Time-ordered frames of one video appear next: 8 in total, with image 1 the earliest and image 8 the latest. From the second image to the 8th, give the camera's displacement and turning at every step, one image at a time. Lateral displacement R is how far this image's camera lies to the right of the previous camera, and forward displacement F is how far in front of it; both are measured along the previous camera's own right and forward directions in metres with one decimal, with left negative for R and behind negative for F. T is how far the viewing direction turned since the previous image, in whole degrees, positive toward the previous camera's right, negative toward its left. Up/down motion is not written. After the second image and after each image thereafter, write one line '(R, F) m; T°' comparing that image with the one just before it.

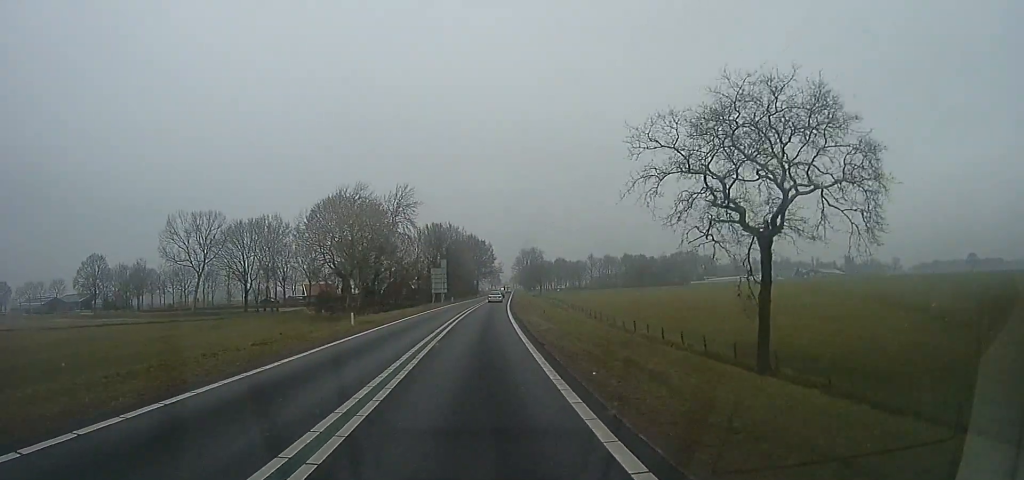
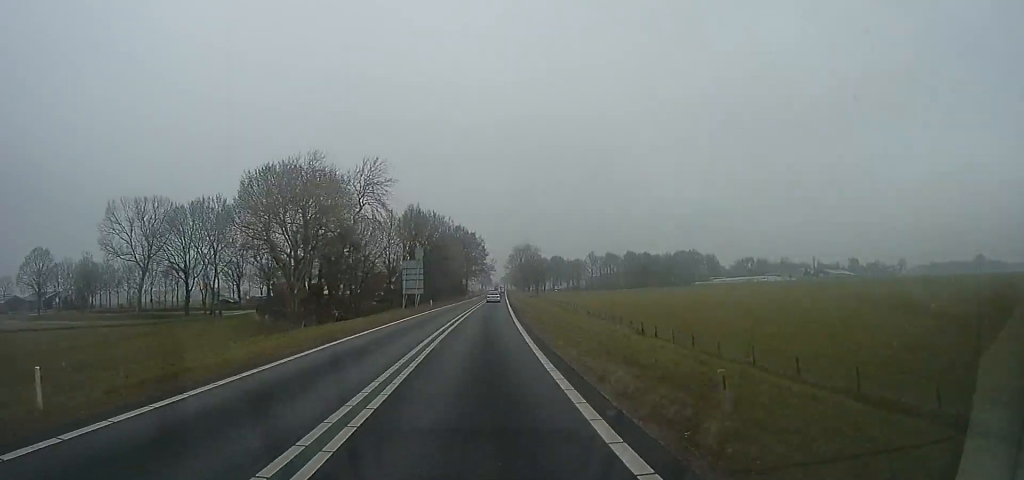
(0.0, +20.3) m; 0°
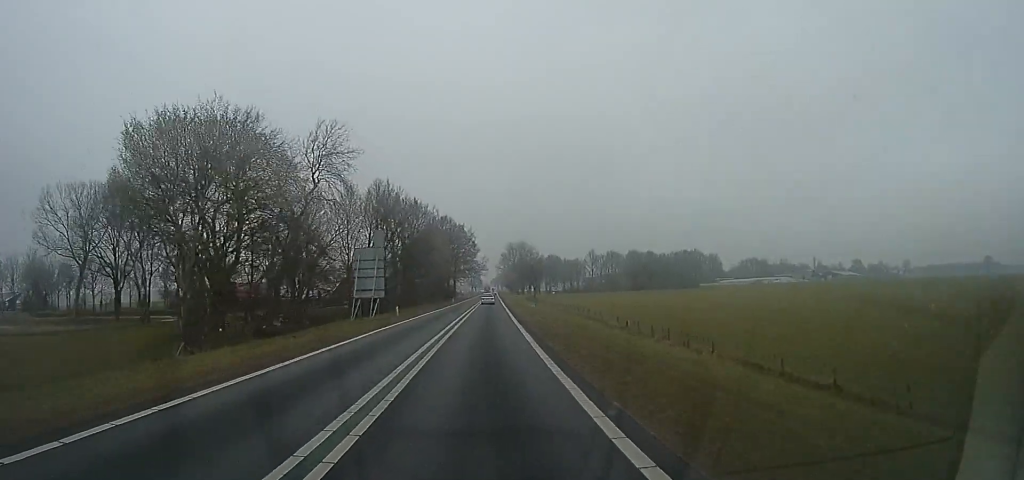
(0.0, +17.8) m; 0°
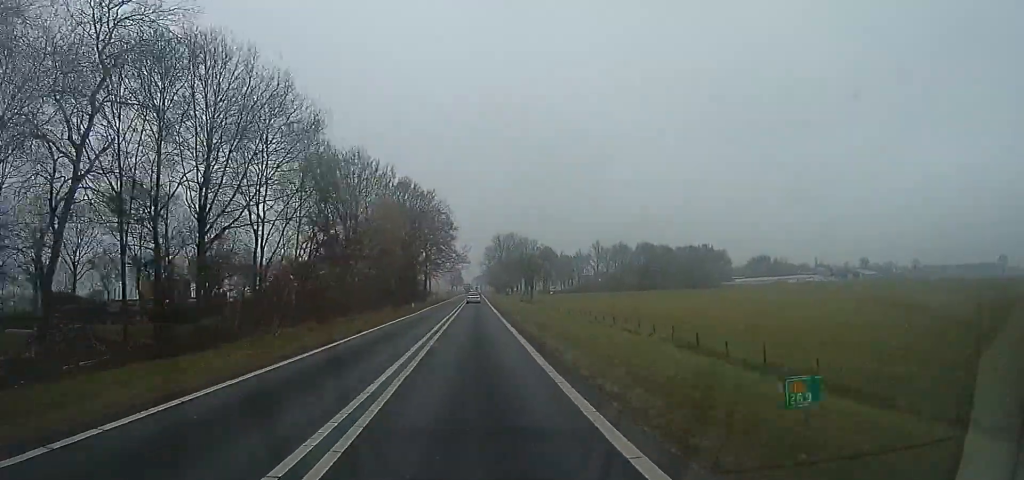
(0.0, +33.7) m; 0°
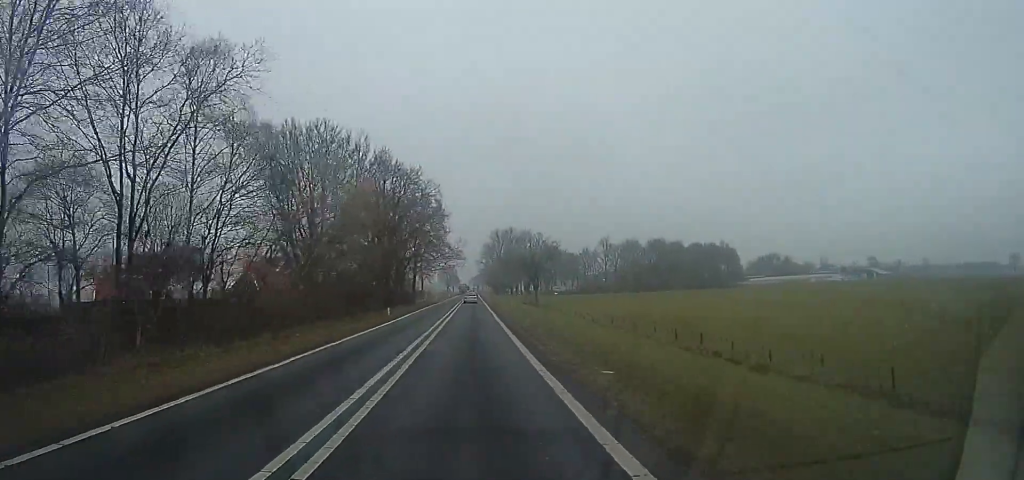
(-0.1, +13.2) m; +2°
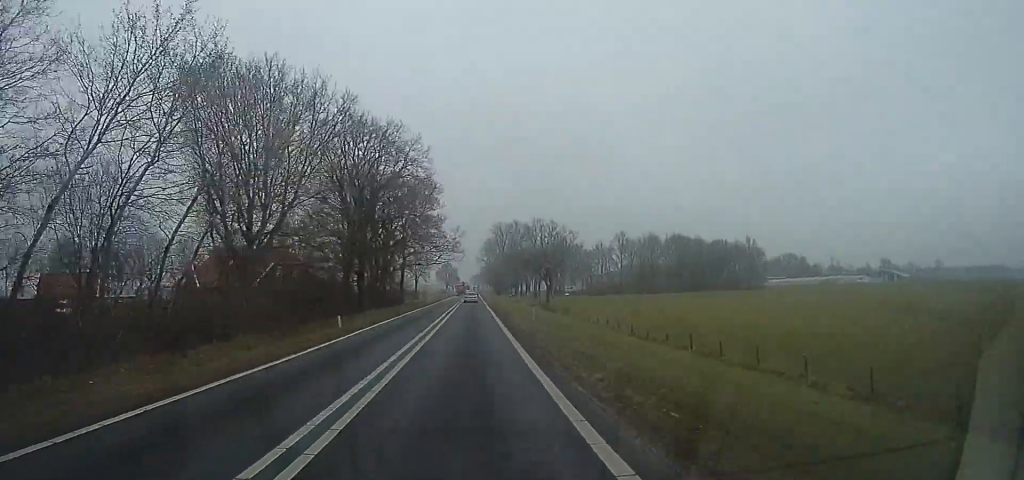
(+0.2, +14.7) m; +2°
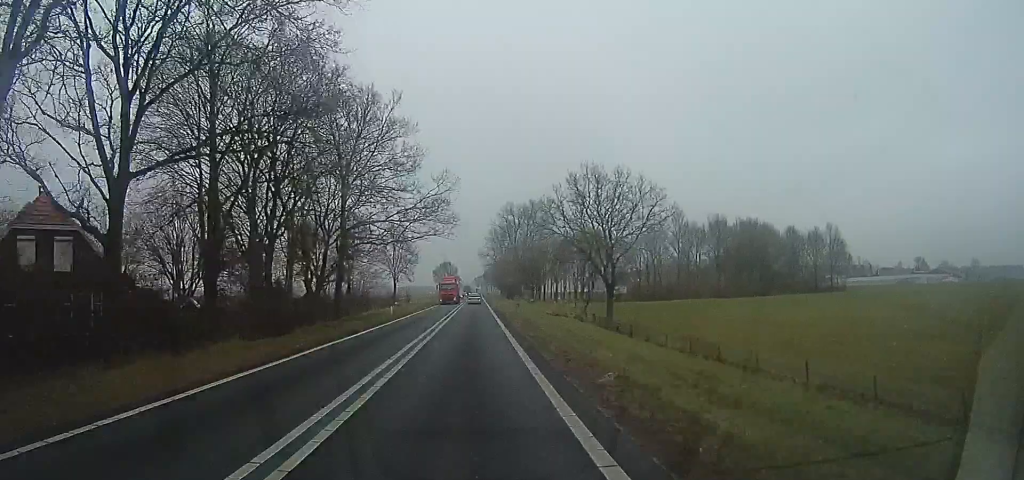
(+1.8, +34.6) m; +3°
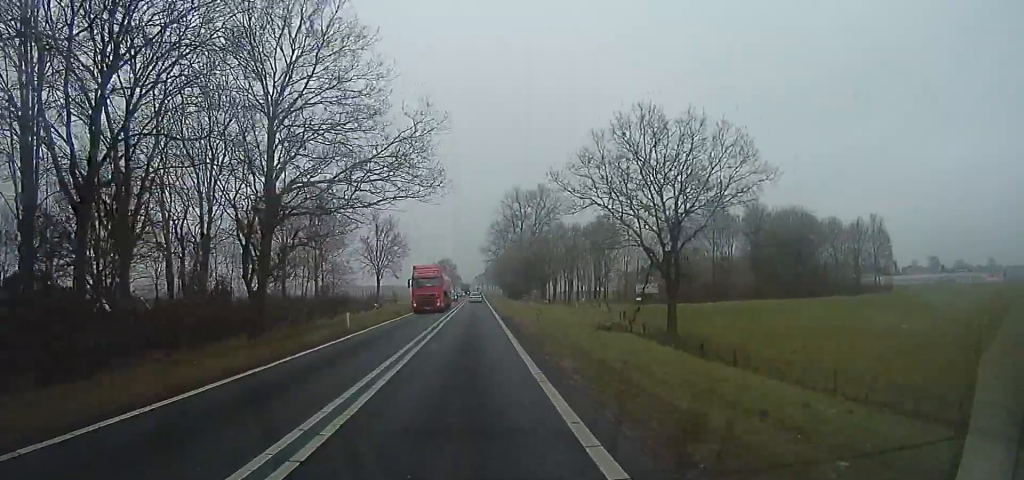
(0.0, +14.3) m; 0°
